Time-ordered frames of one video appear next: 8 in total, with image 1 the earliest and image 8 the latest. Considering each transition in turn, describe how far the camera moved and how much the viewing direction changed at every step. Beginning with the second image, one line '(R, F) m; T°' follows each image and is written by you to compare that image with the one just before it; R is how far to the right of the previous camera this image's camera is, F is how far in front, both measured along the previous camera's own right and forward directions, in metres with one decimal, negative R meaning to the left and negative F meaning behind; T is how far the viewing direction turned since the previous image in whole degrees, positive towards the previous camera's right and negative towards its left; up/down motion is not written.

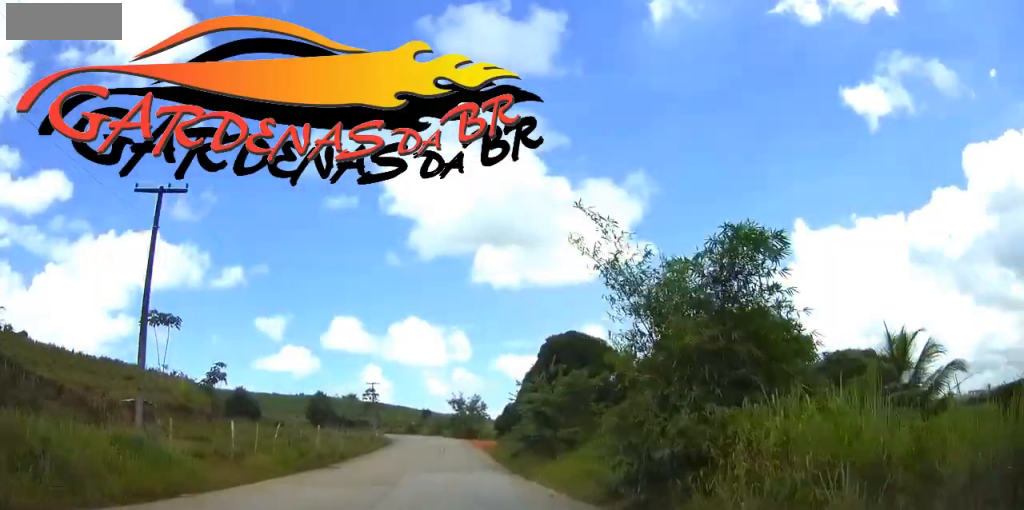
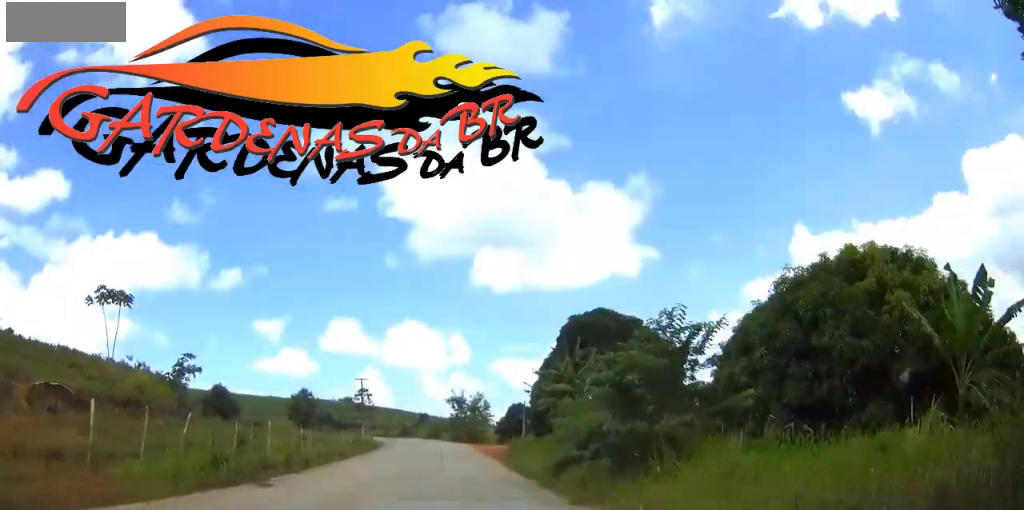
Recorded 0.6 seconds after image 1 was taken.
(0.0, +11.5) m; 0°
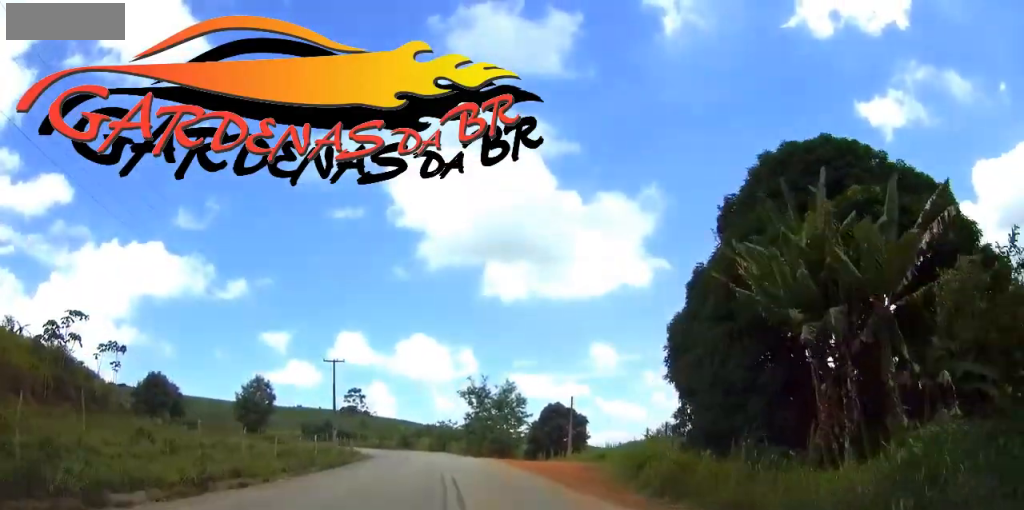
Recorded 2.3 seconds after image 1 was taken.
(0.0, +29.6) m; 0°
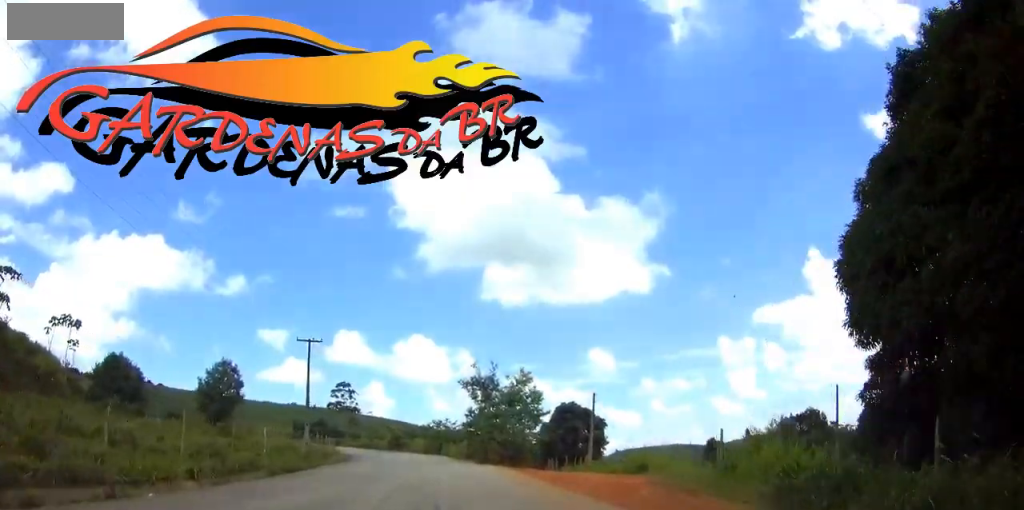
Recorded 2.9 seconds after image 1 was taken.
(0.0, +10.9) m; 0°
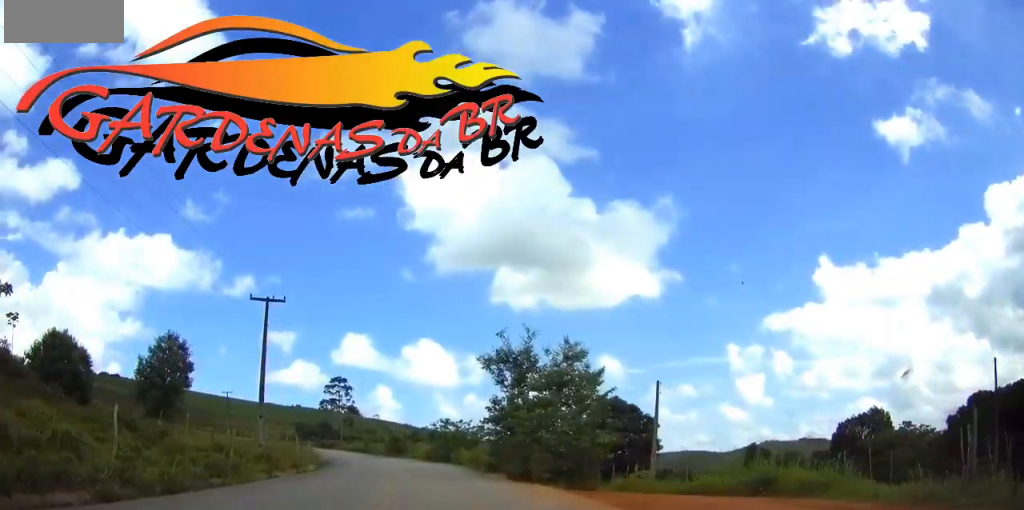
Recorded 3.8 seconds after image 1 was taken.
(-0.1, +14.9) m; -1°
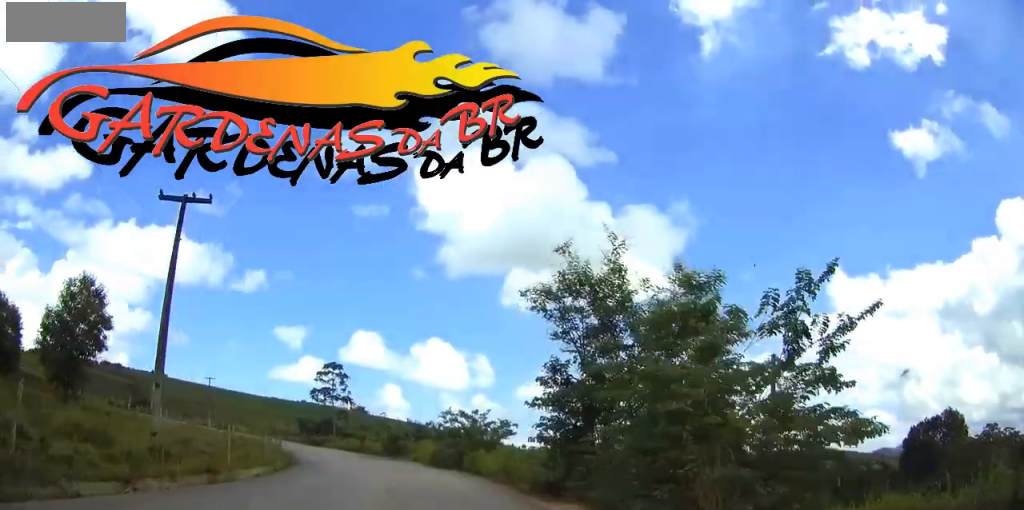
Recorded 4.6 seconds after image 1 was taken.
(-0.1, +14.3) m; -1°
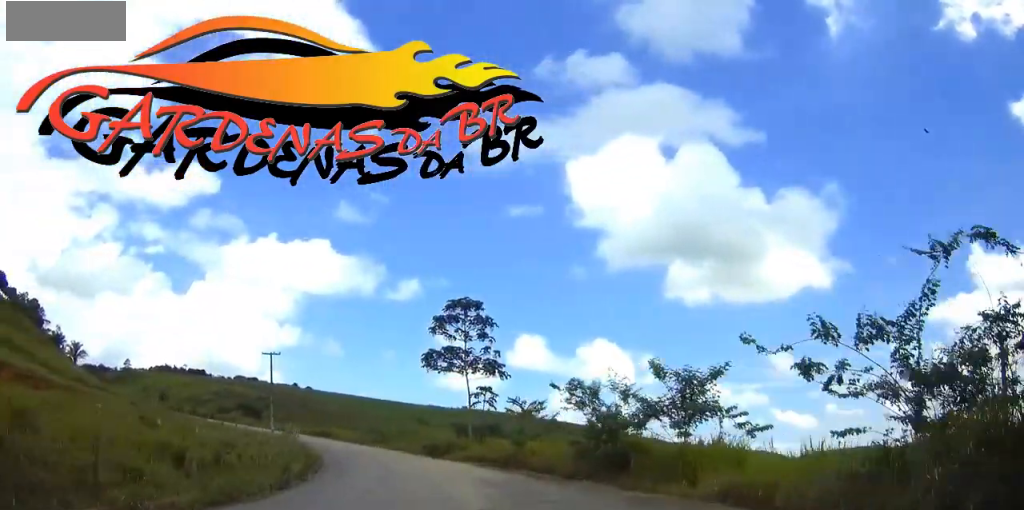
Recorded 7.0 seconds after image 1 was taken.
(-3.7, +40.7) m; -13°
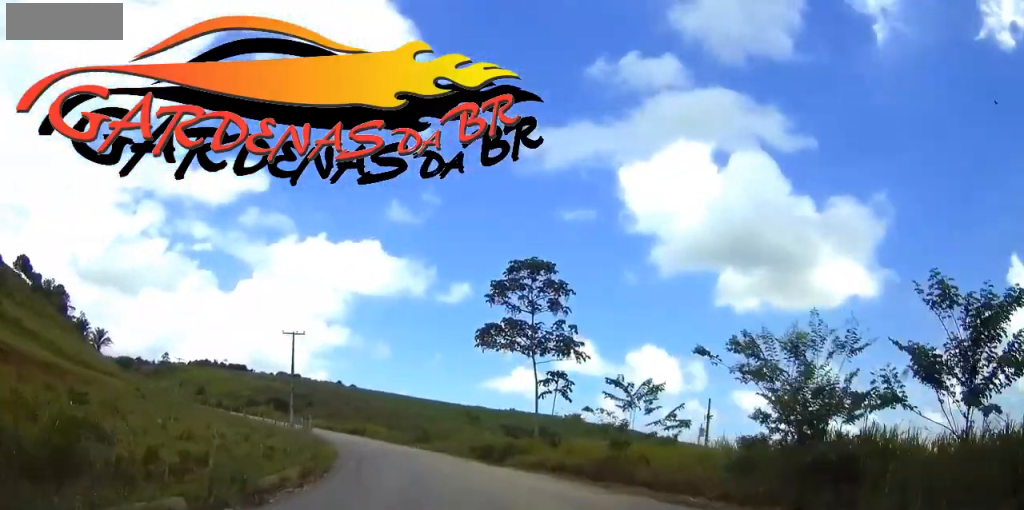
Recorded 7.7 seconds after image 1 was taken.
(-0.4, +10.9) m; -3°
